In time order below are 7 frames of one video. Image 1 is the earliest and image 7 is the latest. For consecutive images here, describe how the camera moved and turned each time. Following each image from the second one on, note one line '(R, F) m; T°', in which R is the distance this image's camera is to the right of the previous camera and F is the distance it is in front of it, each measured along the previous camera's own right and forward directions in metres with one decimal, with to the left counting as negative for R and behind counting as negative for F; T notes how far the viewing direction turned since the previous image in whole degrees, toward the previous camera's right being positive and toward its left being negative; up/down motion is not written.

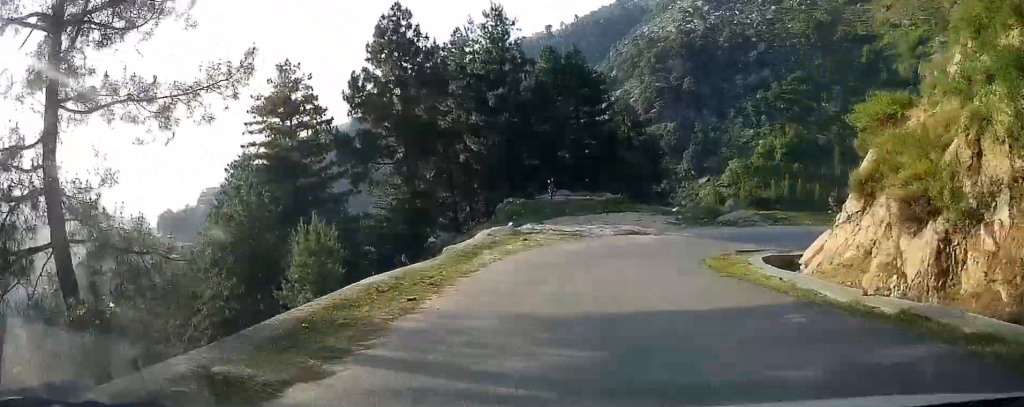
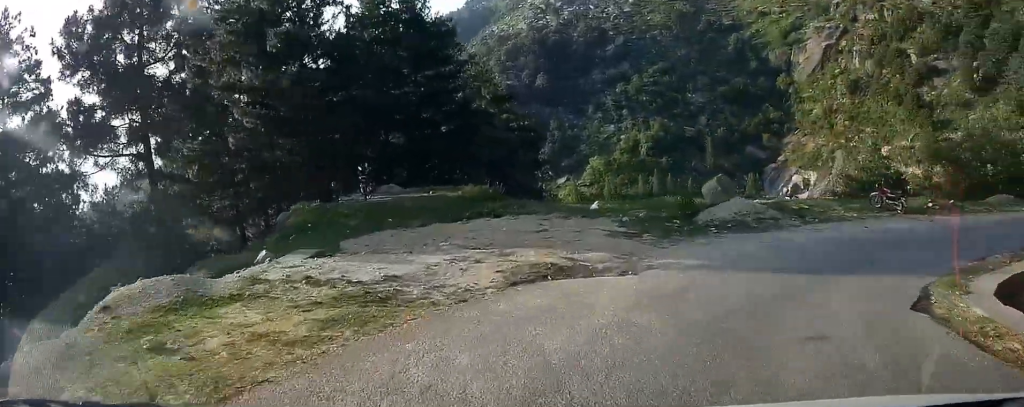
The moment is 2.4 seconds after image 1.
(-0.6, +17.1) m; +5°
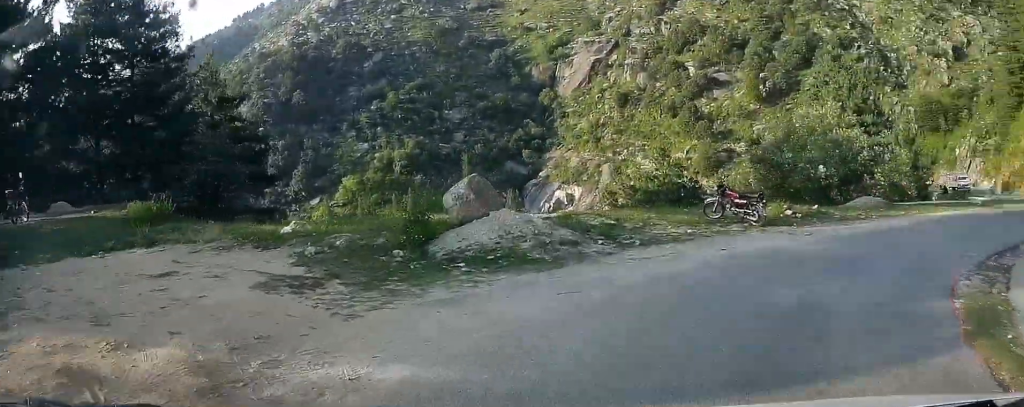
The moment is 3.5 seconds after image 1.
(+0.5, +7.4) m; +14°
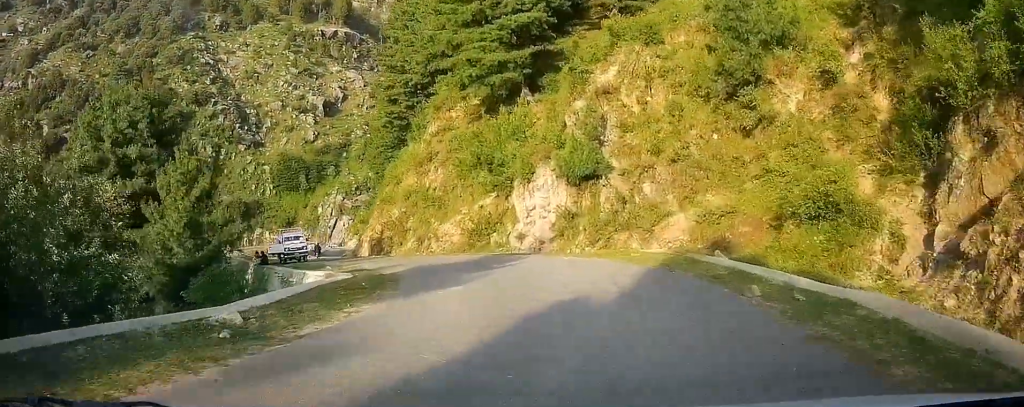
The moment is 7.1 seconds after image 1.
(+10.4, +16.7) m; +66°
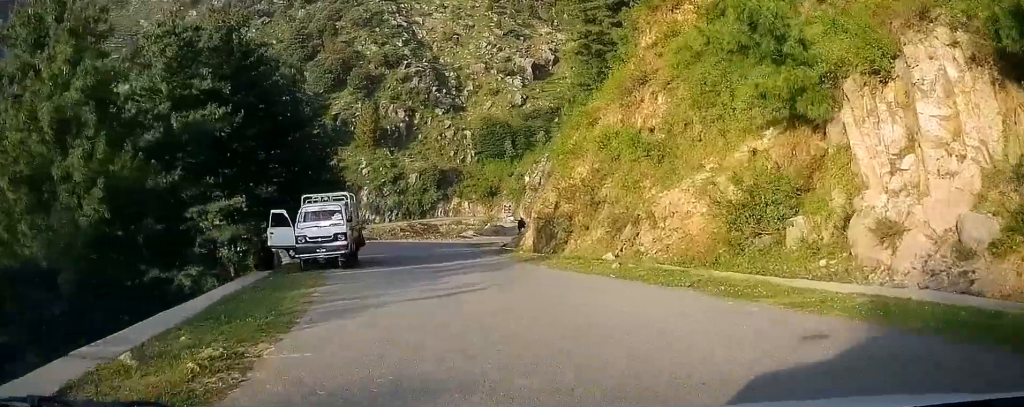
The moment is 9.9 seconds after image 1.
(+2.7, +18.1) m; +1°
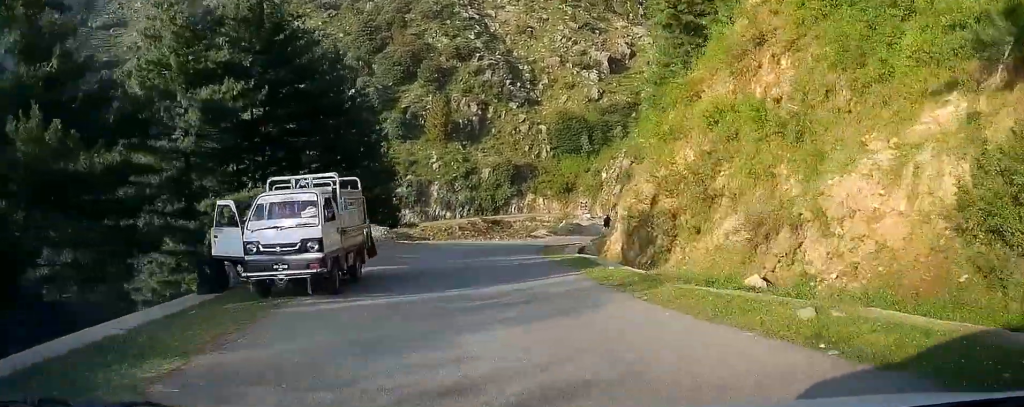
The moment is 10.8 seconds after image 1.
(0.0, +5.9) m; -5°
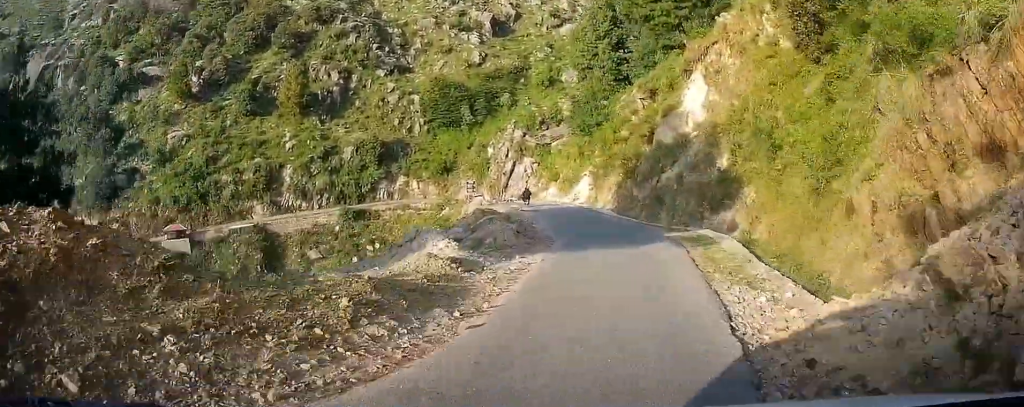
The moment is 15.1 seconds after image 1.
(-5.1, +31.4) m; -7°
